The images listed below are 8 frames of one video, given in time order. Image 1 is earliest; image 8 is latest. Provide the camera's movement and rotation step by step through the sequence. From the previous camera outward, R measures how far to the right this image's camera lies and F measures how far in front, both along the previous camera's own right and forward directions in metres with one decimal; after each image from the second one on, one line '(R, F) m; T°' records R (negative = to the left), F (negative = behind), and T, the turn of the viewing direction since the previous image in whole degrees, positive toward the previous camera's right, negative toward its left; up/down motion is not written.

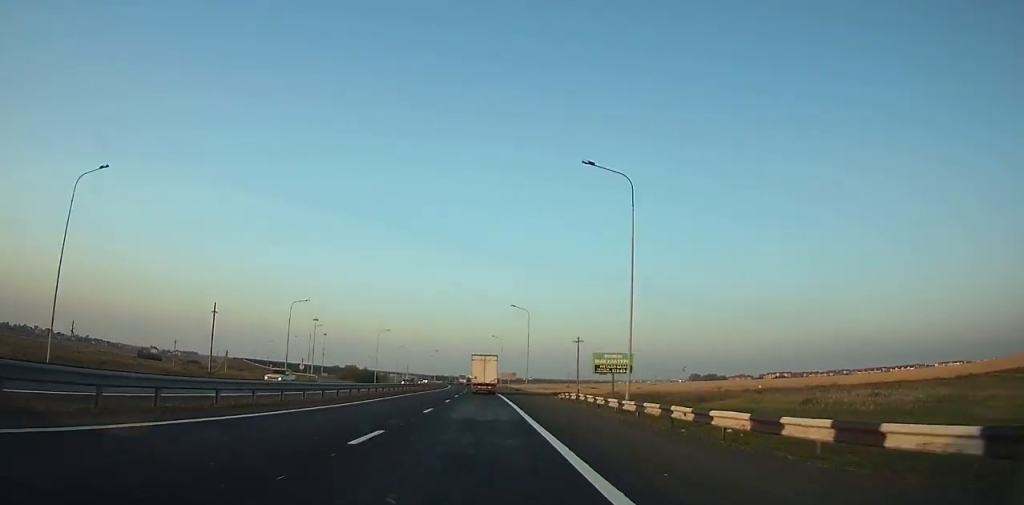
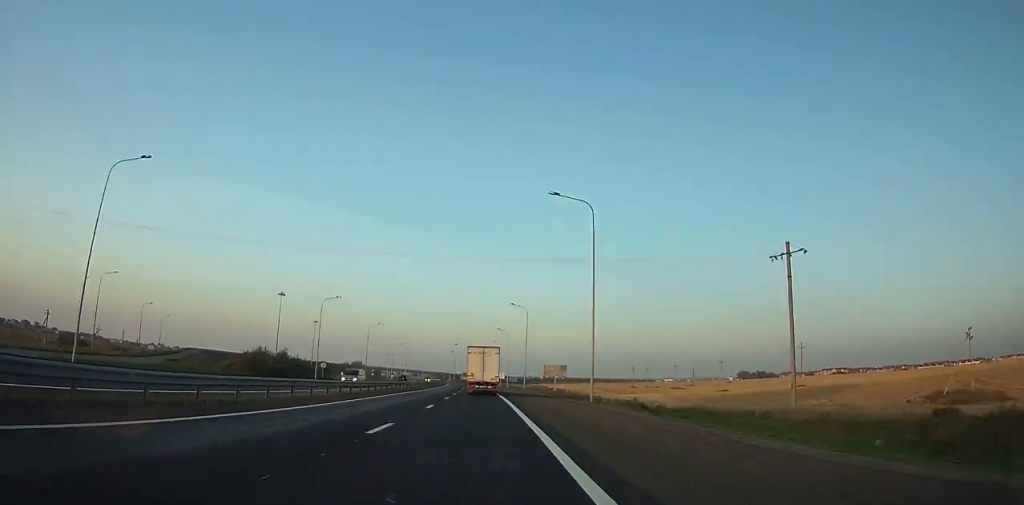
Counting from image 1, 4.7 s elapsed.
(-2.8, +106.5) m; -3°
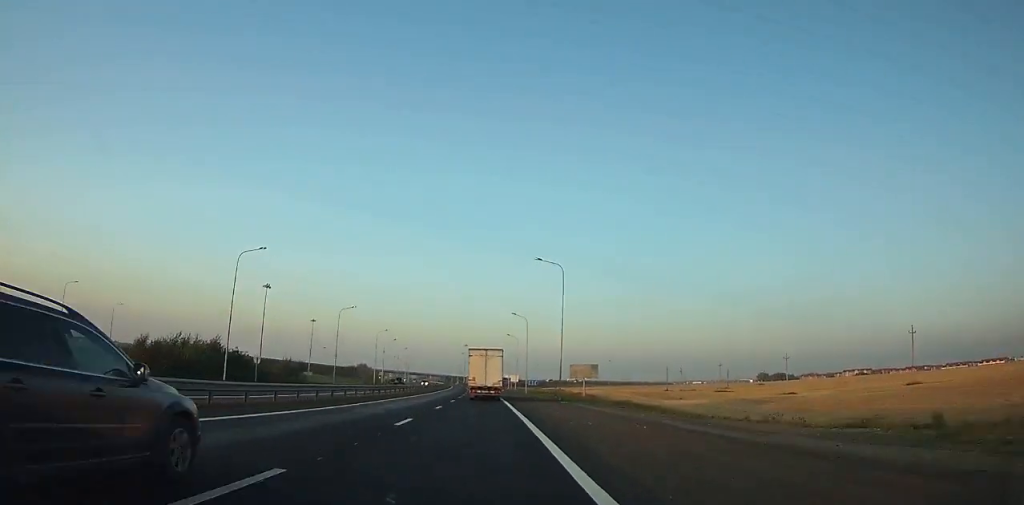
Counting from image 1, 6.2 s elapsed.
(-0.3, +31.9) m; -1°
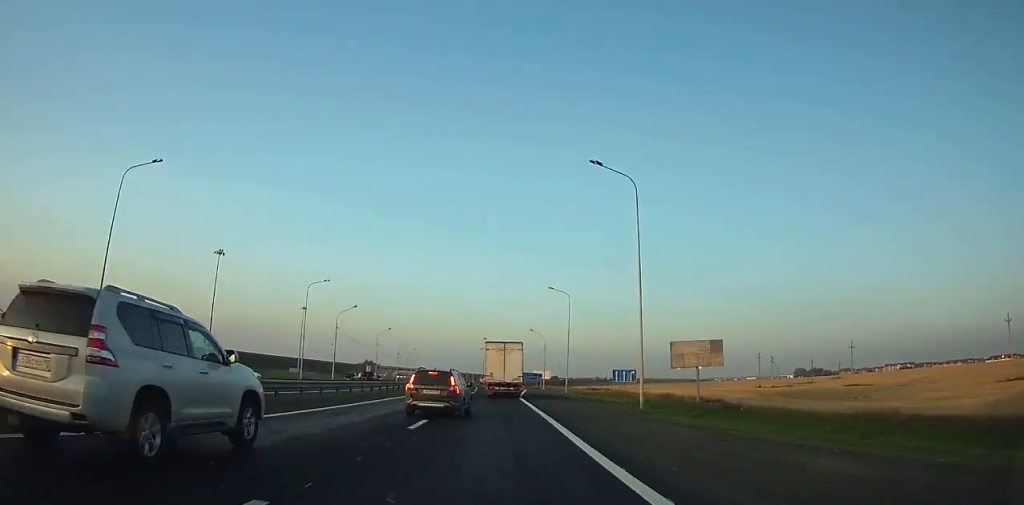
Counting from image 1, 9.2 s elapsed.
(-1.1, +61.9) m; -2°
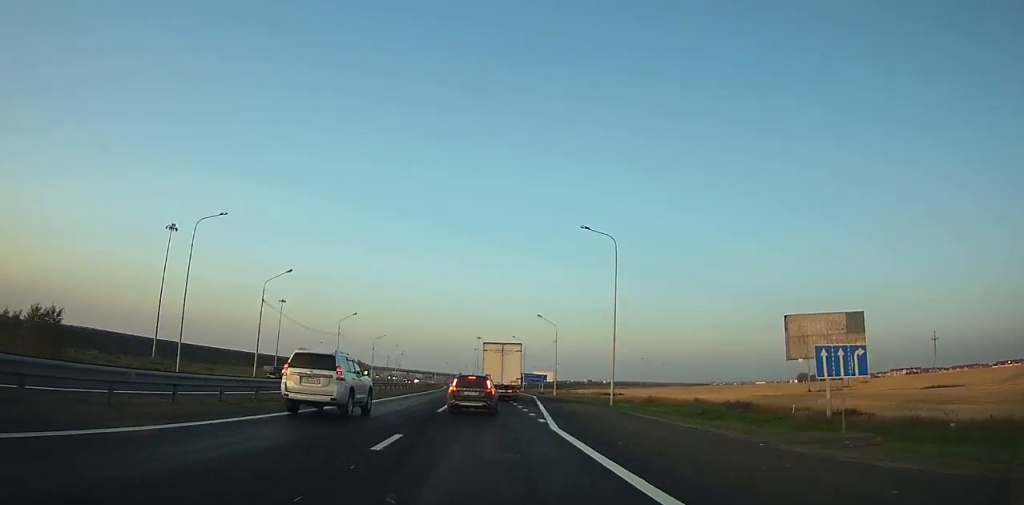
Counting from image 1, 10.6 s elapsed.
(-0.2, +28.0) m; -1°
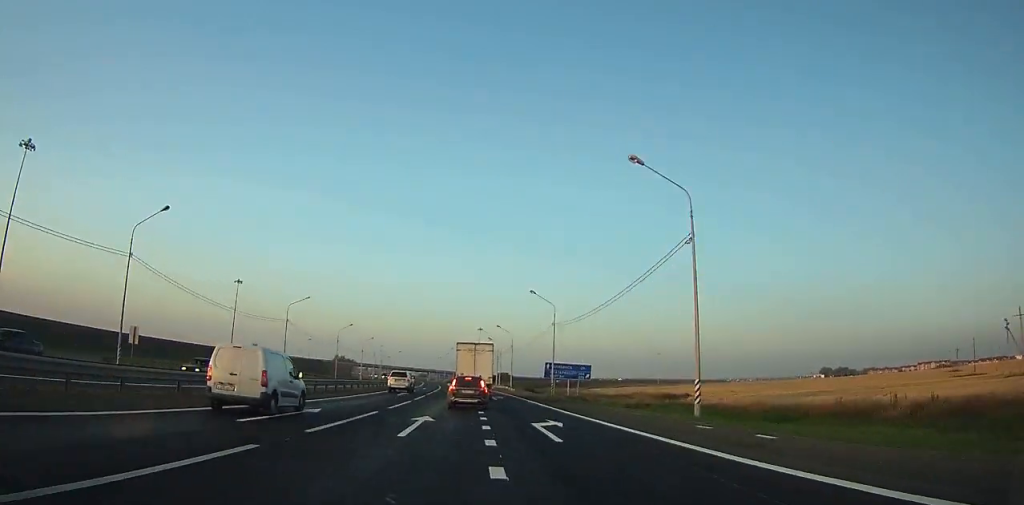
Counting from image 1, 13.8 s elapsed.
(-0.1, +60.4) m; -1°
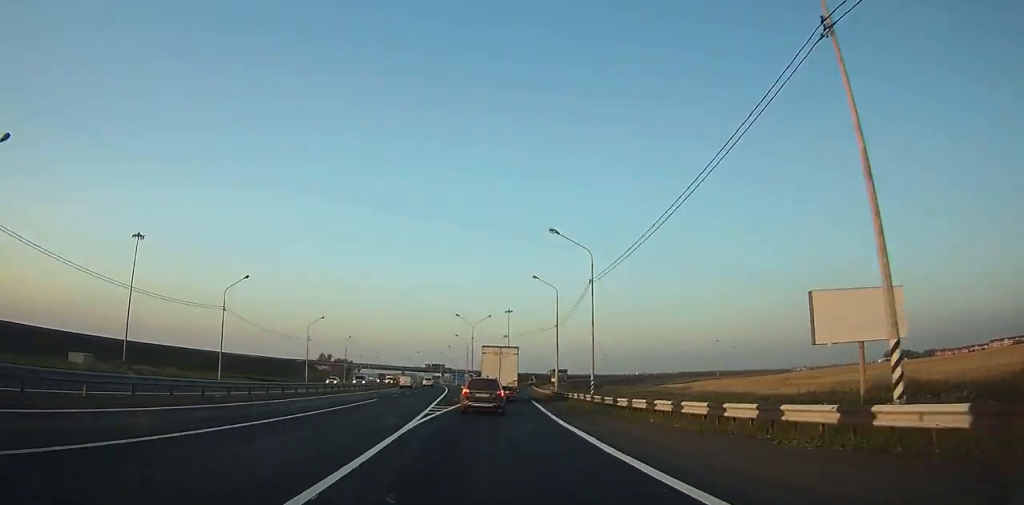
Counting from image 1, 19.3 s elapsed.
(-2.5, +97.4) m; -2°
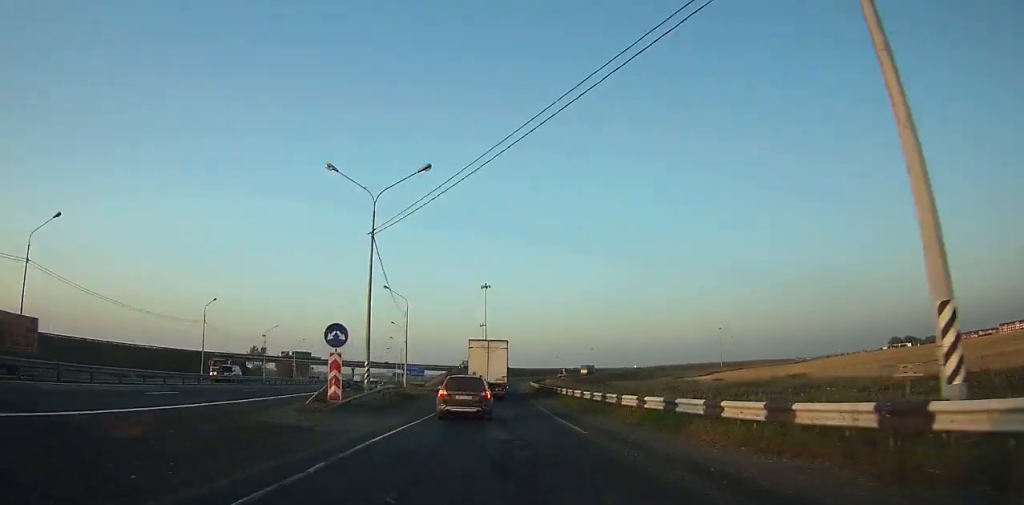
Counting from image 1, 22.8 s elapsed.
(+0.6, +59.7) m; +2°
